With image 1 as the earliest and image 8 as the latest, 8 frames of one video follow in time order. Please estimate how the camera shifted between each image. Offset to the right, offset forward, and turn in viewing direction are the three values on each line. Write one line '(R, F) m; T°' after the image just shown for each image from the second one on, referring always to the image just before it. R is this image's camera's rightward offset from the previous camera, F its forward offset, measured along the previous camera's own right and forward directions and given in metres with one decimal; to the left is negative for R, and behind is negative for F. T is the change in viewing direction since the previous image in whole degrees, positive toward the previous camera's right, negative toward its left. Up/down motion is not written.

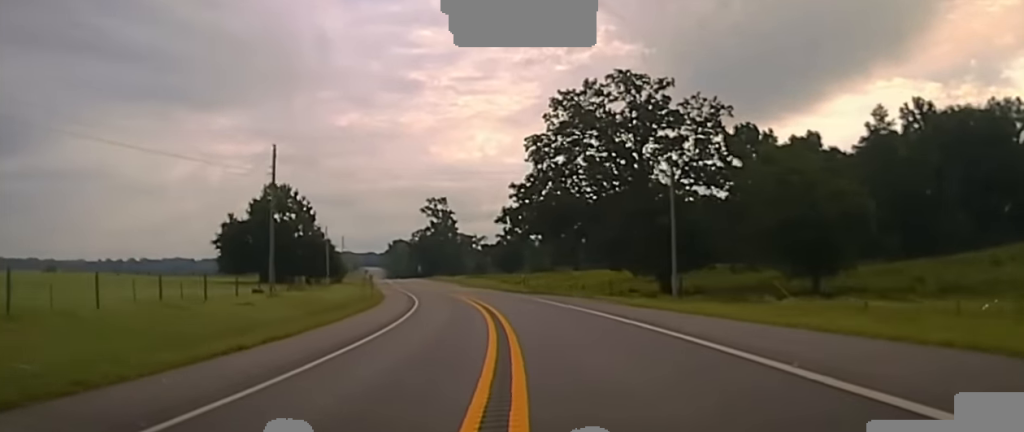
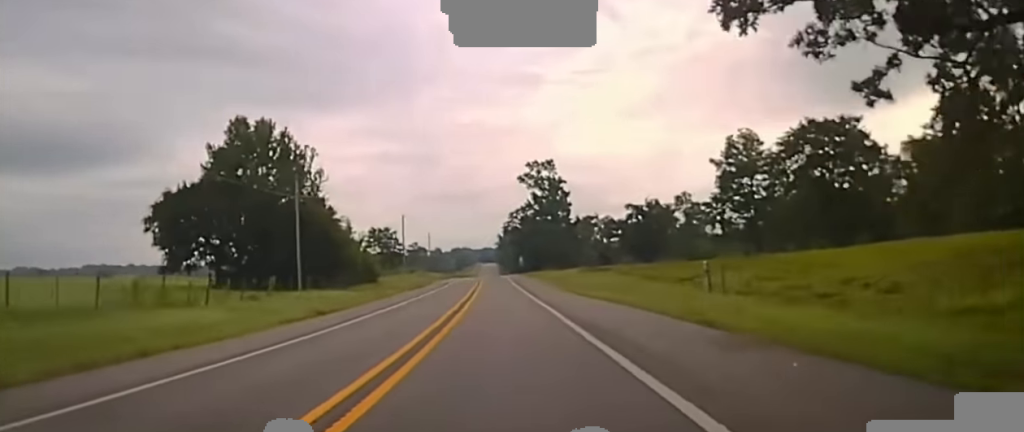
(-5.4, +61.6) m; -7°
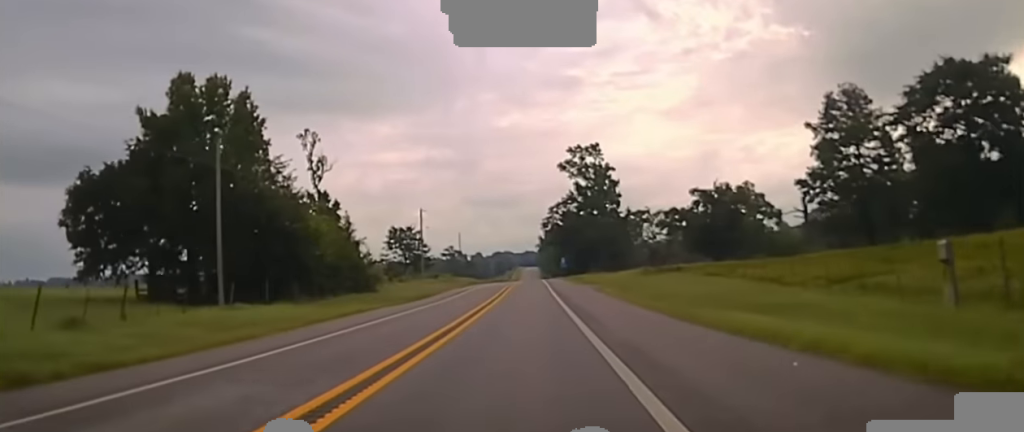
(-0.5, +23.9) m; -1°
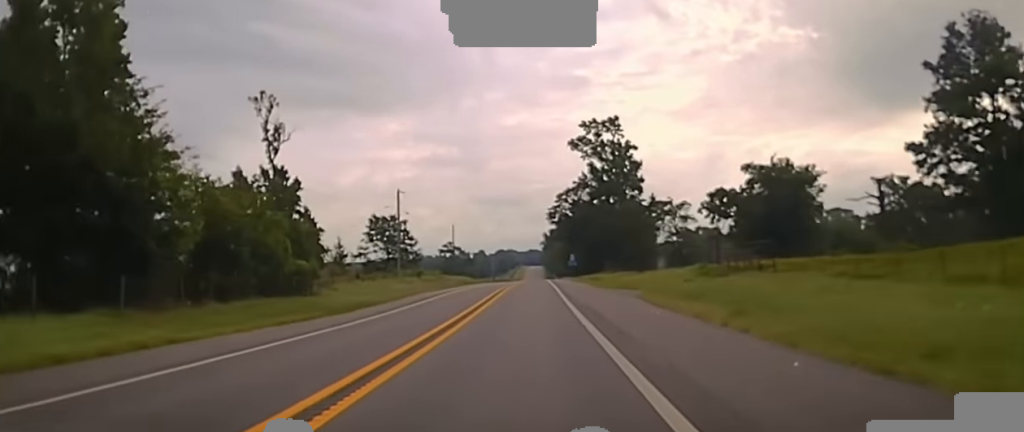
(0.0, +24.2) m; 0°
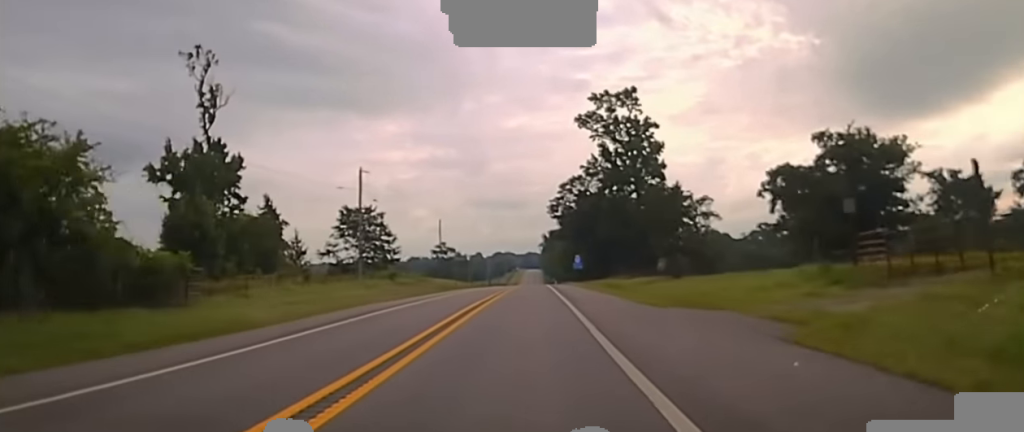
(0.0, +21.9) m; 0°
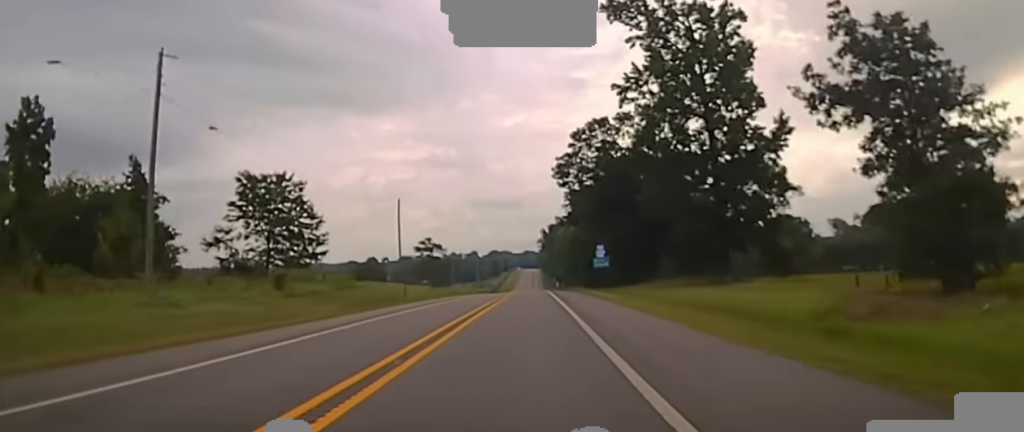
(0.0, +42.9) m; 0°
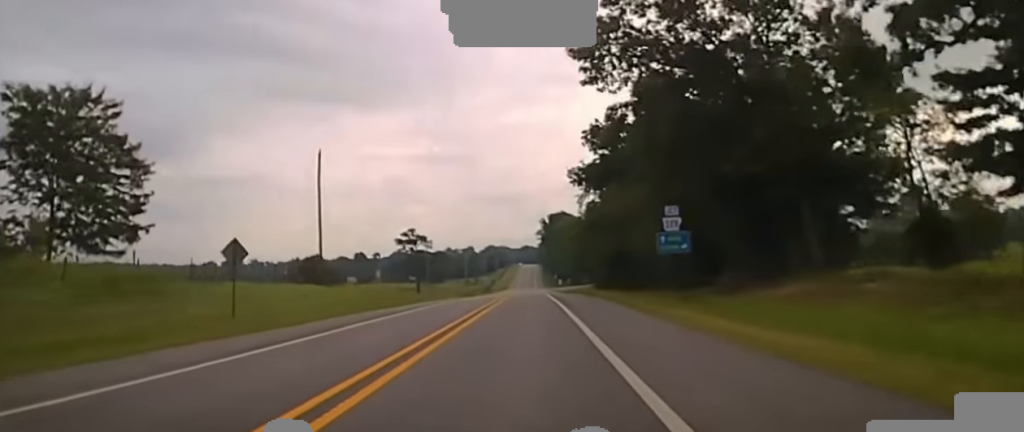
(0.0, +37.6) m; 0°
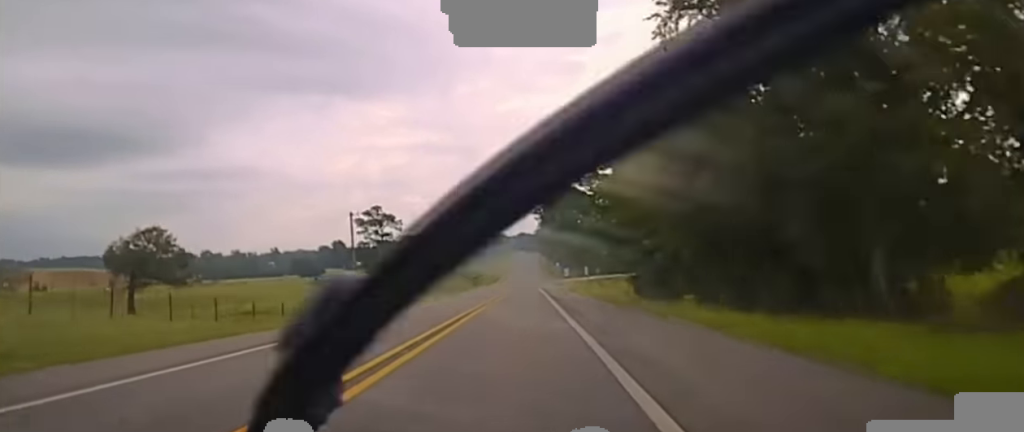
(-0.1, +57.8) m; 0°
